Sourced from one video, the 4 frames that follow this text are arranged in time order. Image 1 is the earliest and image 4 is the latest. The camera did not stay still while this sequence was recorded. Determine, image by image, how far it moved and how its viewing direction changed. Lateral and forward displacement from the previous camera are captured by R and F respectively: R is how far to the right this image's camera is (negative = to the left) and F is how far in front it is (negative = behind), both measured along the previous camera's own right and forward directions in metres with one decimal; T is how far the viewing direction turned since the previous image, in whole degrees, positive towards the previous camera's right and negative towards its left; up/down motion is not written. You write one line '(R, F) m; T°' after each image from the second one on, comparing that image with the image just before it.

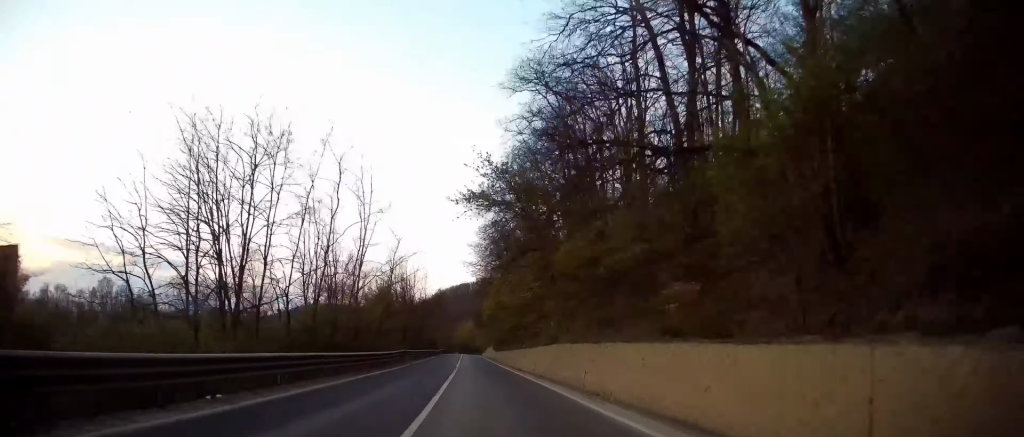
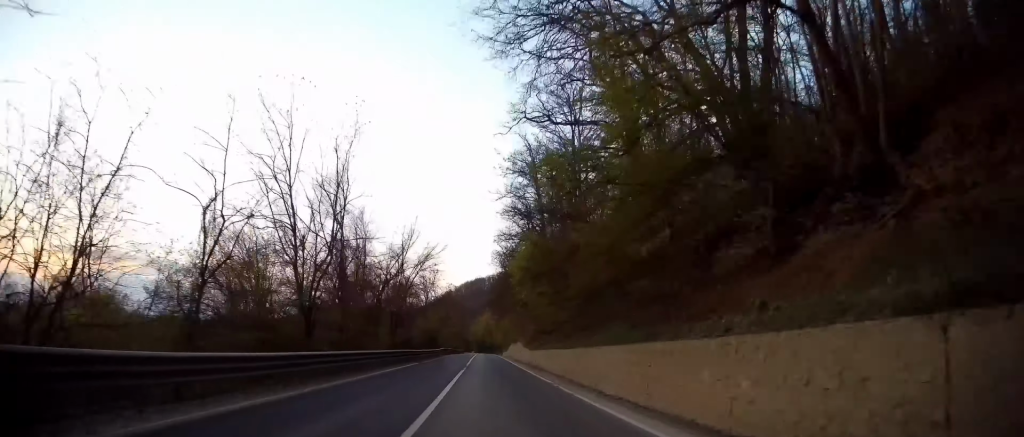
(-0.9, +34.5) m; -2°
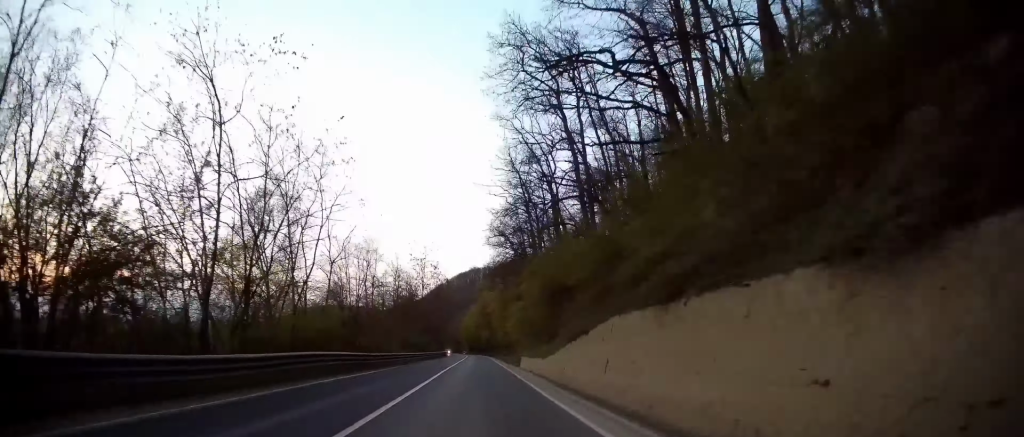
(-0.8, +64.7) m; 0°
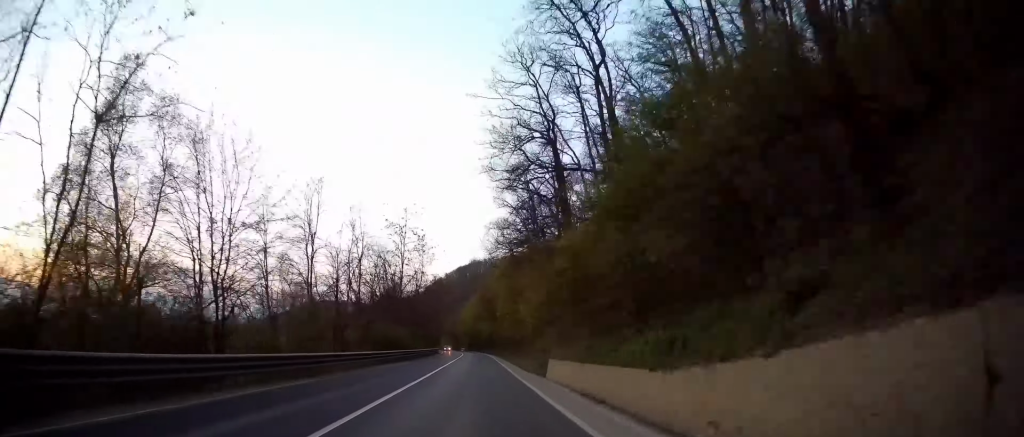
(-0.2, +18.8) m; 0°
